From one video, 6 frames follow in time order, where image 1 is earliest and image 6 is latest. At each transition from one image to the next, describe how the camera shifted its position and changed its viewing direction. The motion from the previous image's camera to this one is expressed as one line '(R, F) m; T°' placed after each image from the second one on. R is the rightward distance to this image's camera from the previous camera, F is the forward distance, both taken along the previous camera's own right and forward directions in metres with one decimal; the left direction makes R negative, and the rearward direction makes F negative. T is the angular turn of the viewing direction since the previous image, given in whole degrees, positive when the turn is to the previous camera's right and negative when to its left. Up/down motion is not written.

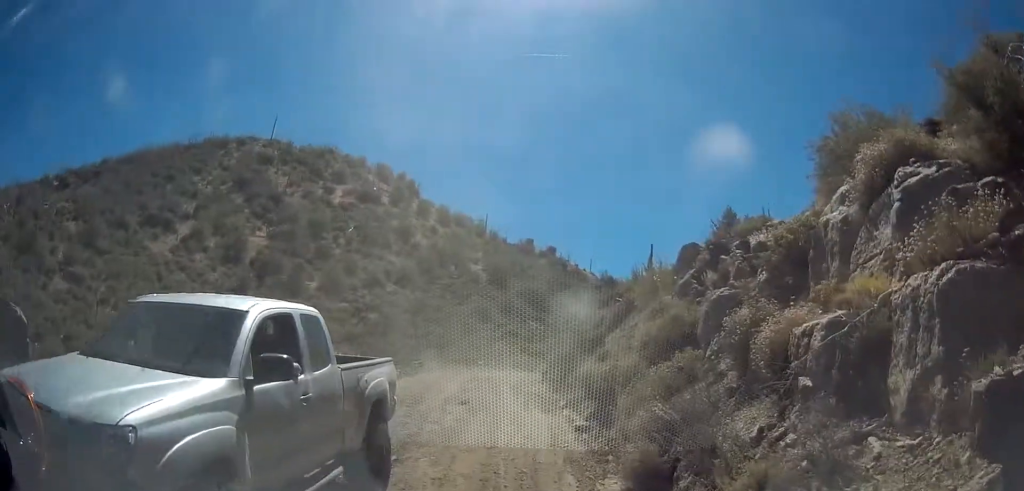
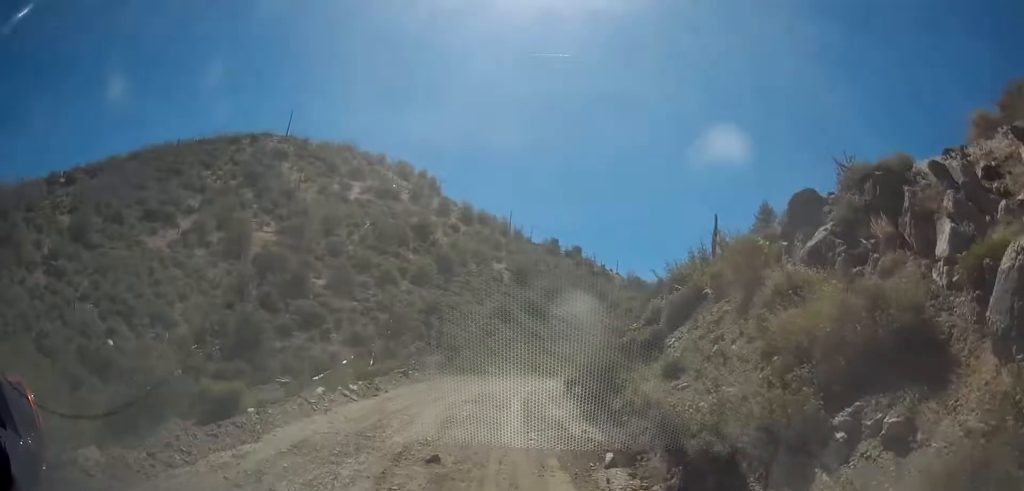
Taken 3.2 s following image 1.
(+0.2, +6.0) m; +2°
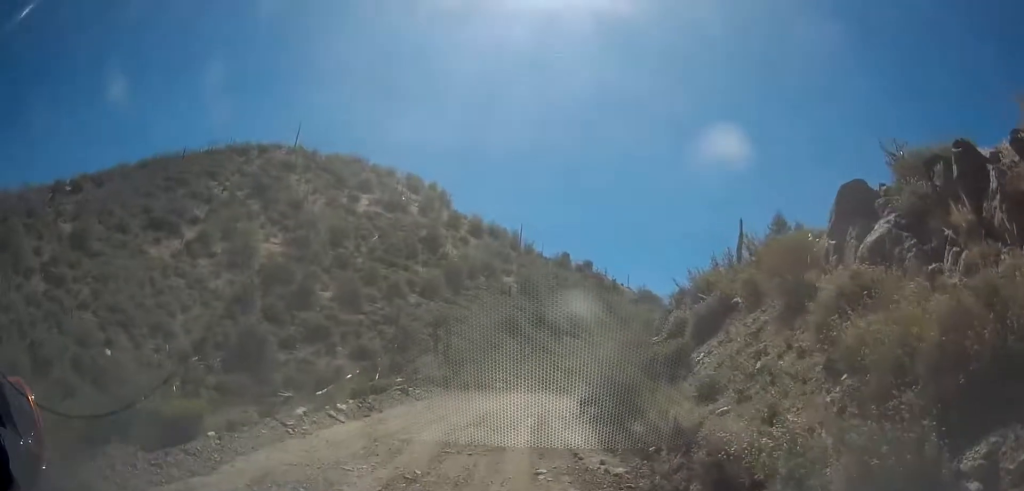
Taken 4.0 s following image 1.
(0.0, +1.5) m; -5°
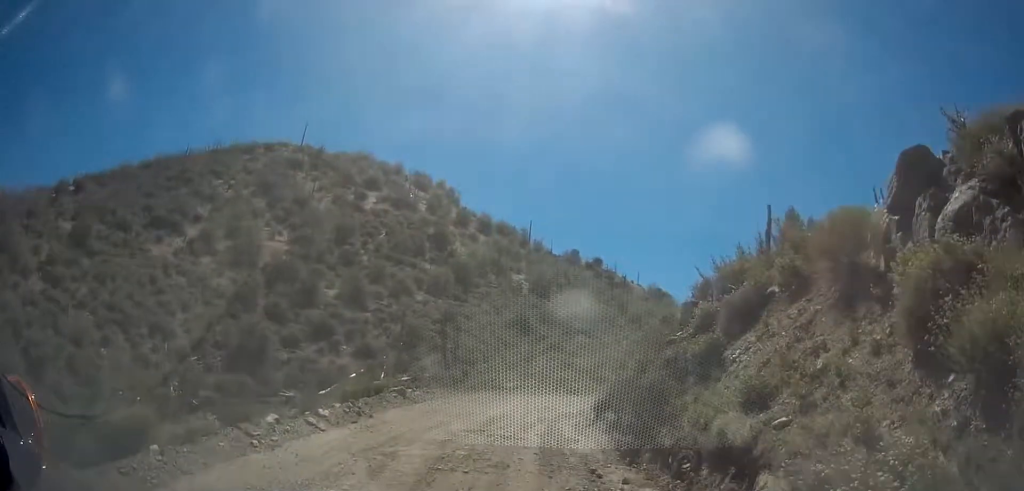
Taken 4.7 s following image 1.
(-0.1, +1.4) m; -5°
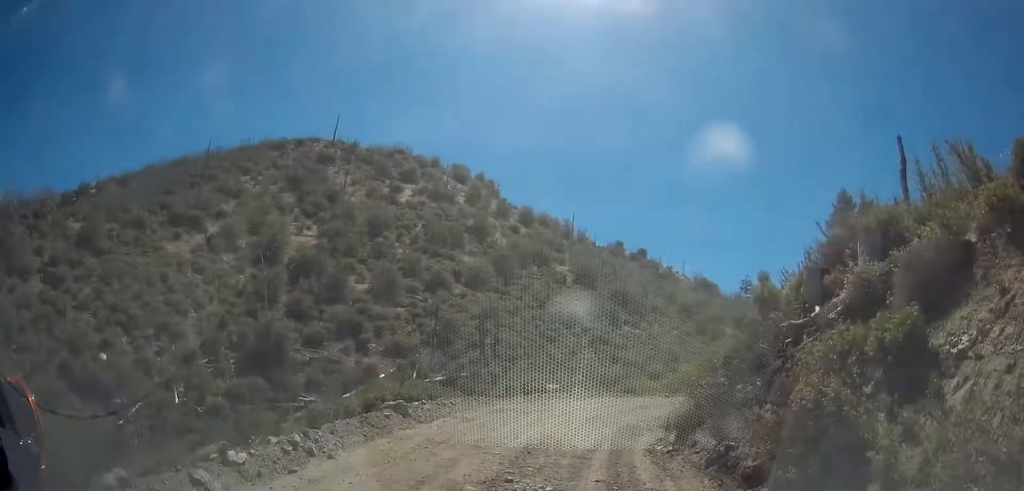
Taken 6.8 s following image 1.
(+0.3, +4.5) m; +3°
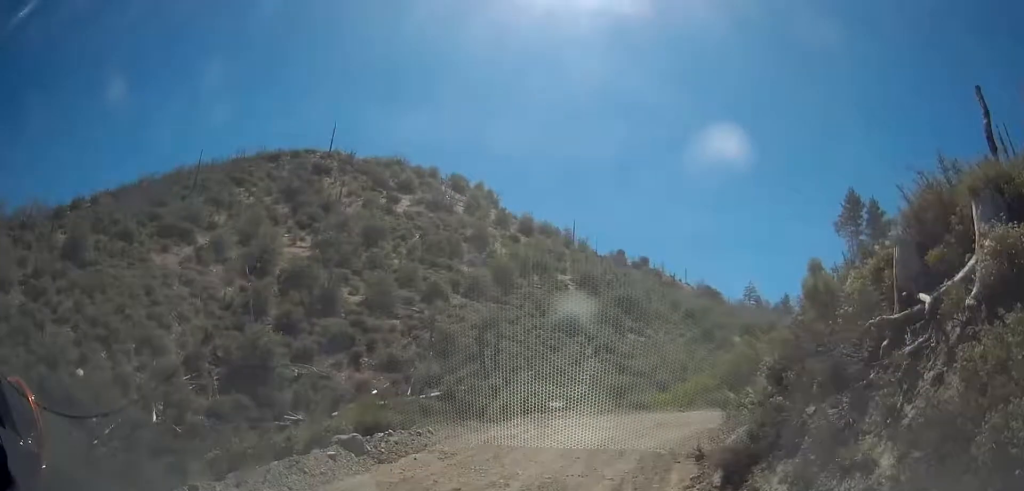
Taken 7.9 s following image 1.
(-0.1, +2.8) m; -2°
